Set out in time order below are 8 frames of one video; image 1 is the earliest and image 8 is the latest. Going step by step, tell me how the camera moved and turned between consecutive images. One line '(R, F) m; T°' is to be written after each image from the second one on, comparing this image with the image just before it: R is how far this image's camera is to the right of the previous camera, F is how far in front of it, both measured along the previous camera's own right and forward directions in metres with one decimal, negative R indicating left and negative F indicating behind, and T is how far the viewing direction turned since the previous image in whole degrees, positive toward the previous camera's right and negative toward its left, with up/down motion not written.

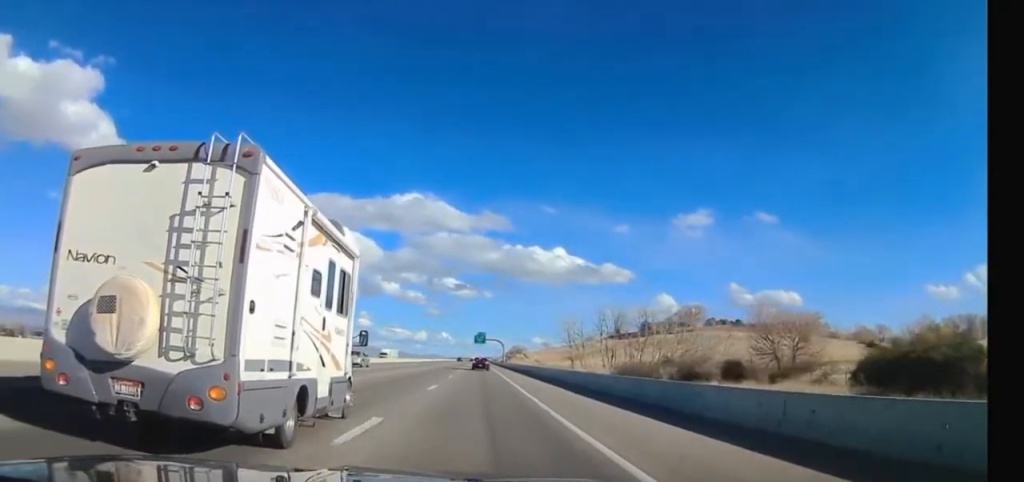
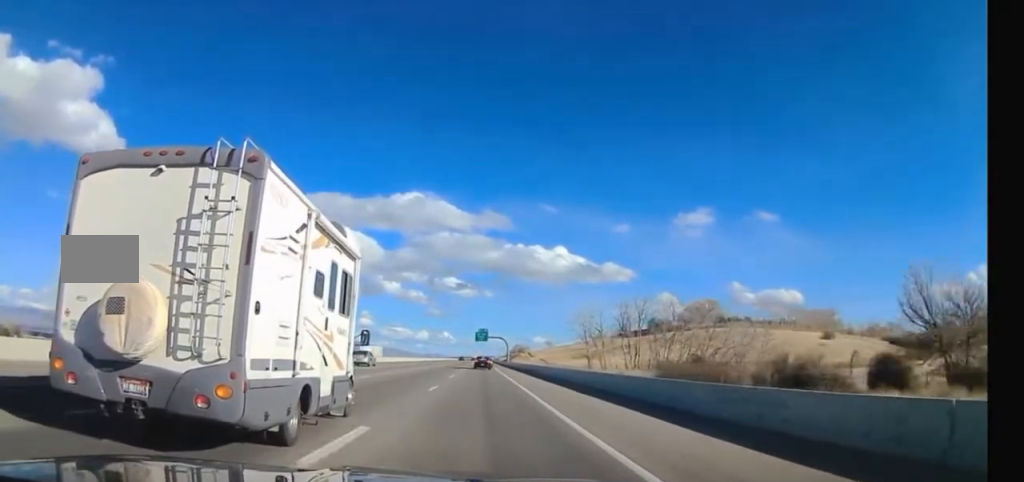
(0.0, +16.8) m; -1°
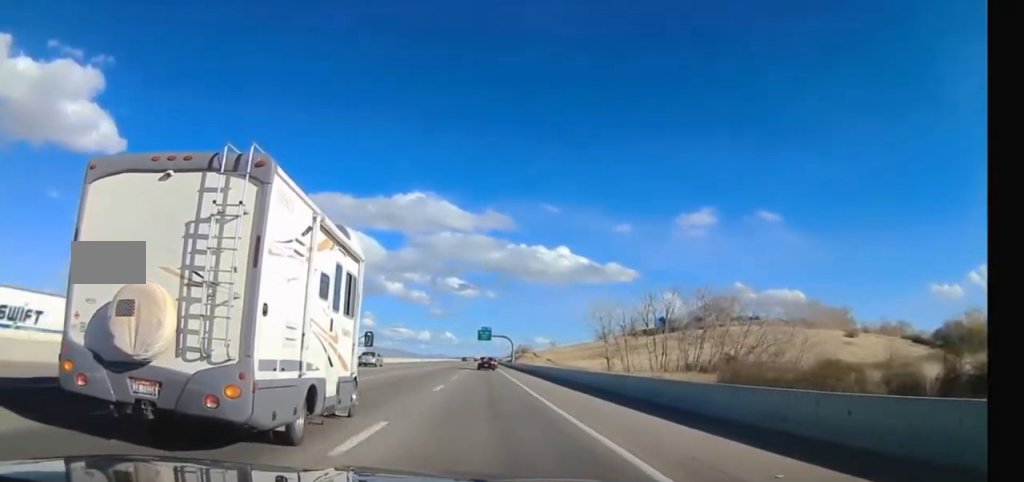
(-0.3, +12.8) m; -2°
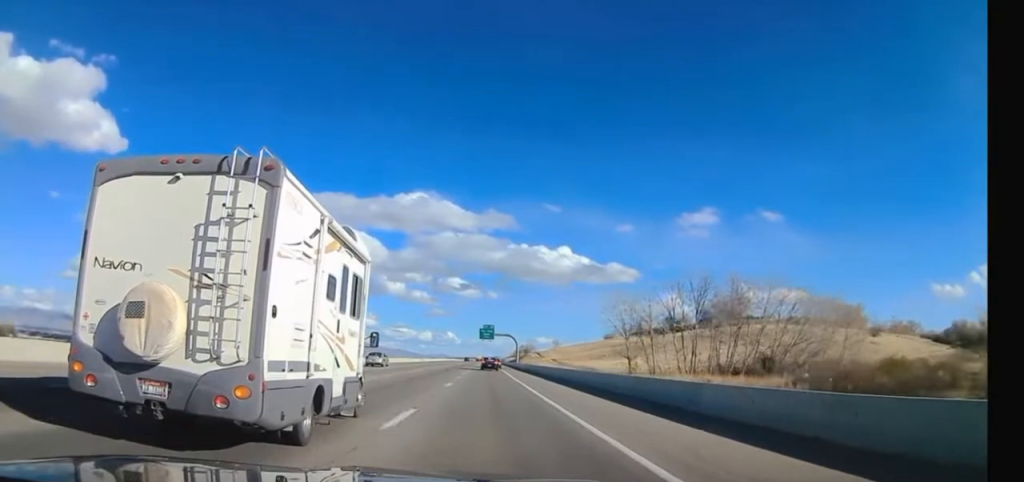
(-0.2, +11.9) m; -1°
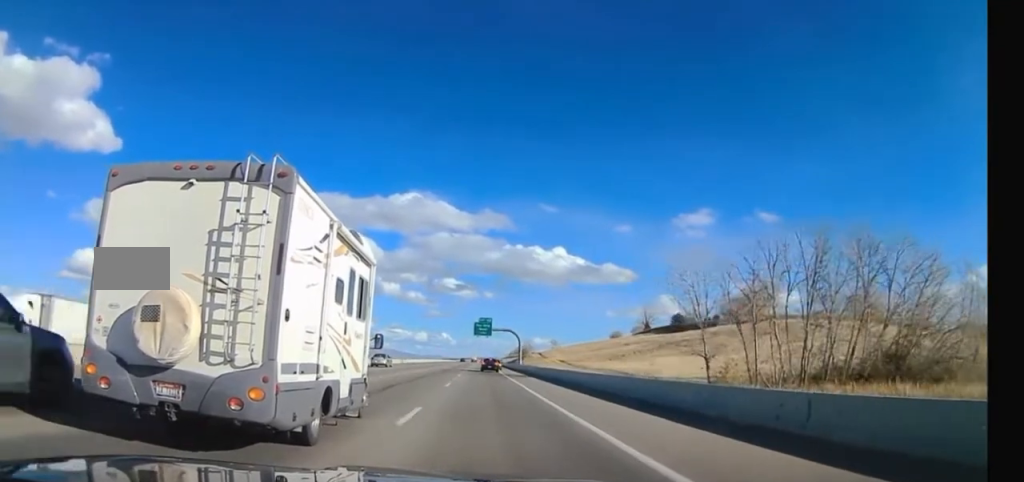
(-0.2, +30.7) m; 0°
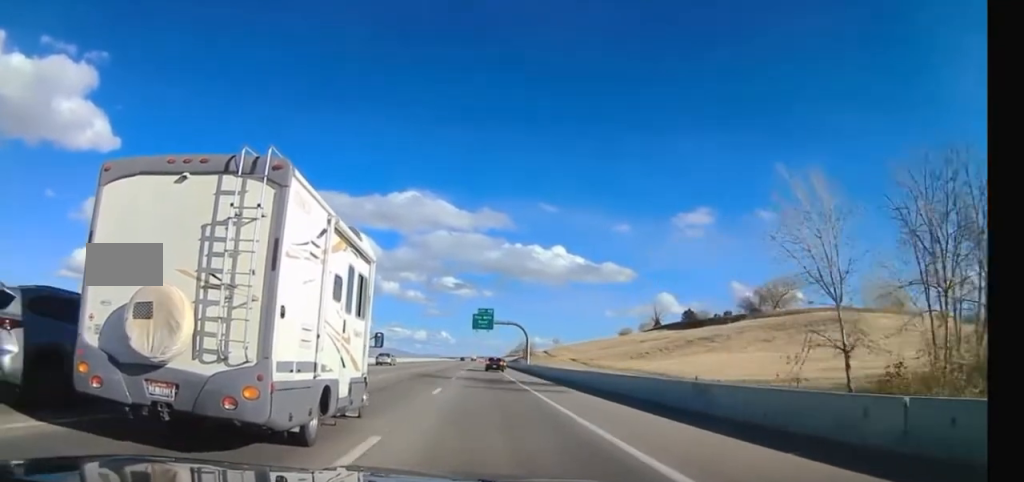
(0.0, +23.4) m; 0°
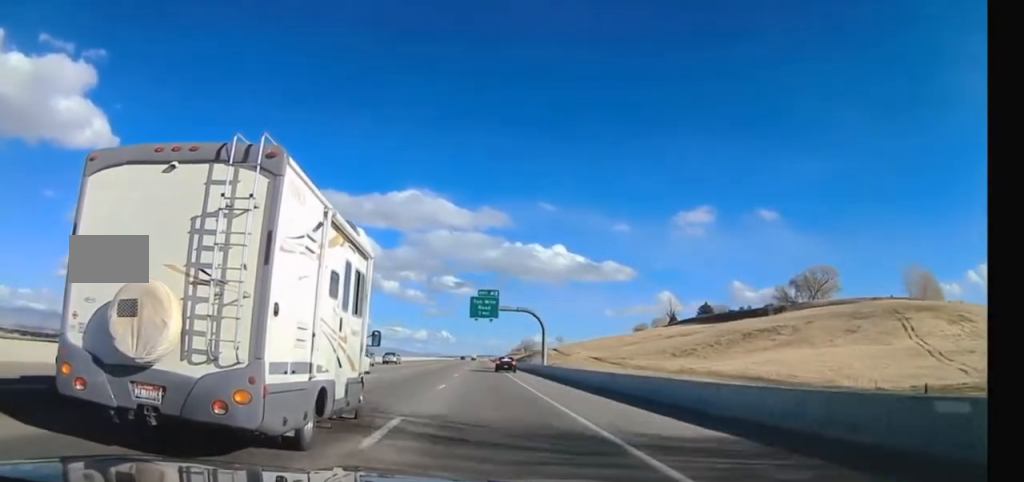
(-0.2, +24.7) m; 0°
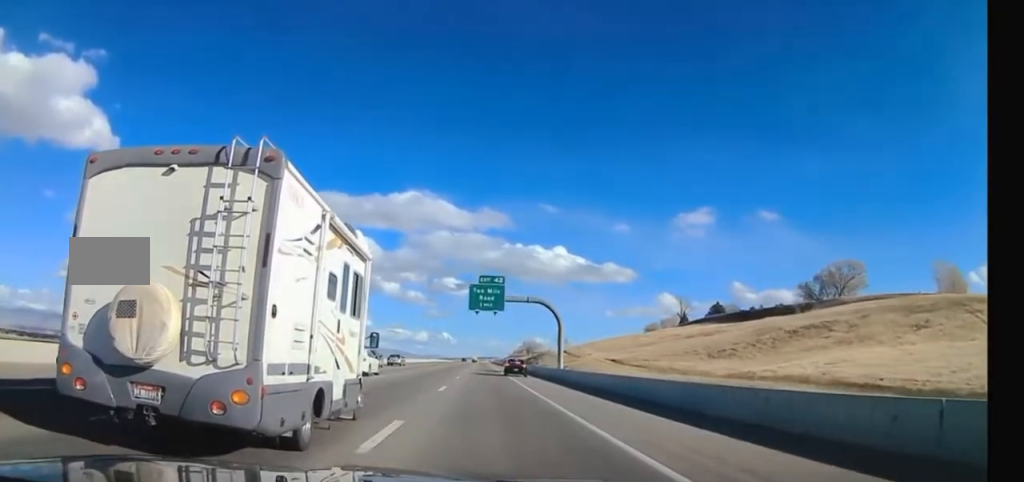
(0.0, +15.8) m; +1°
